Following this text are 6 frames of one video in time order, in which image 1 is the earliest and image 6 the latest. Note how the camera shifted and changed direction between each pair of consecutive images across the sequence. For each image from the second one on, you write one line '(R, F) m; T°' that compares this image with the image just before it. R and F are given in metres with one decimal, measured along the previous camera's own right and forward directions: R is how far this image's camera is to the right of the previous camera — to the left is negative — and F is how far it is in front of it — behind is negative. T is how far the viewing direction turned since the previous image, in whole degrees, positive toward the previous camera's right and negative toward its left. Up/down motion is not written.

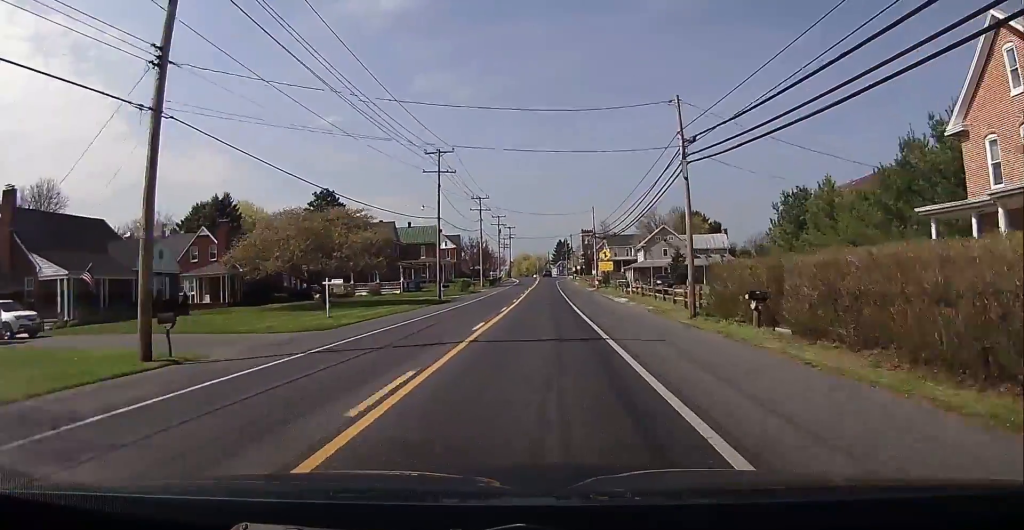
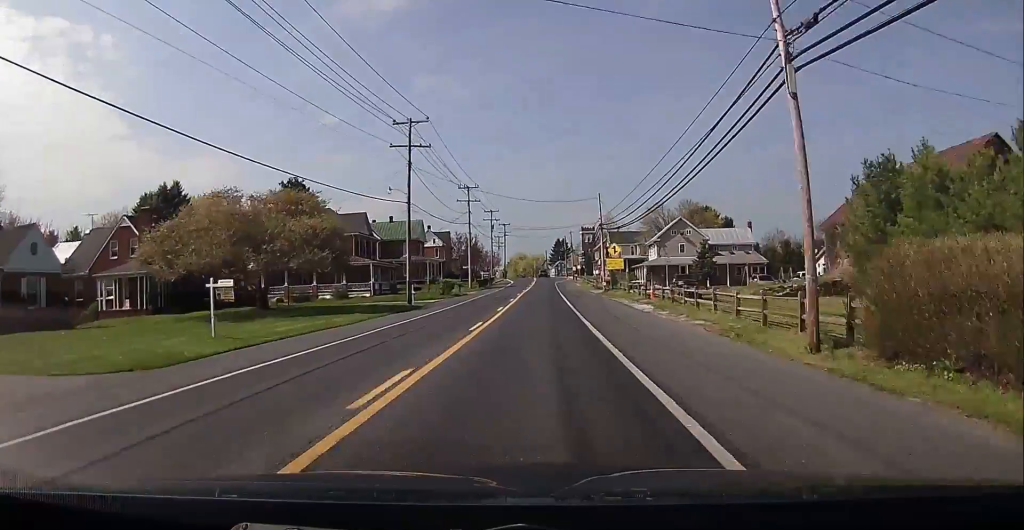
(0.0, +12.9) m; 0°
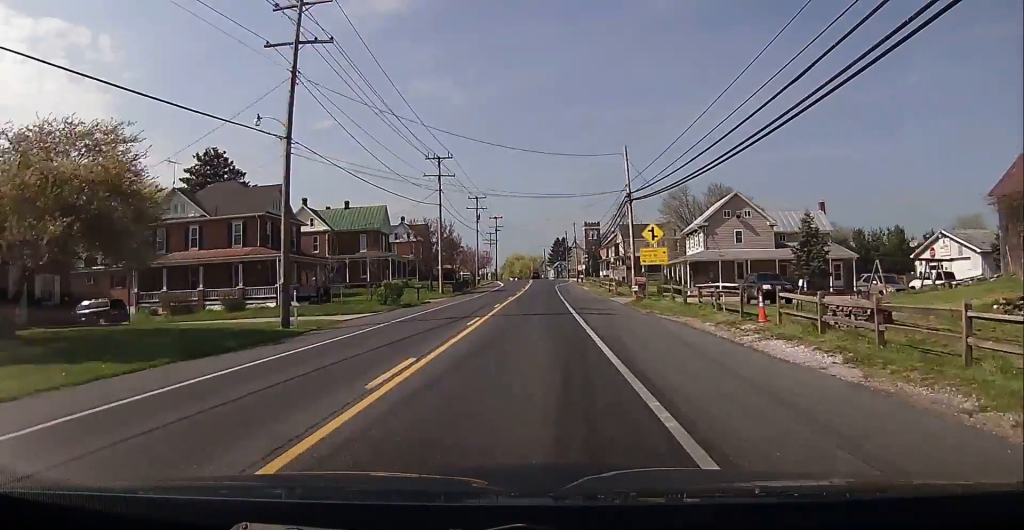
(+0.1, +23.1) m; 0°
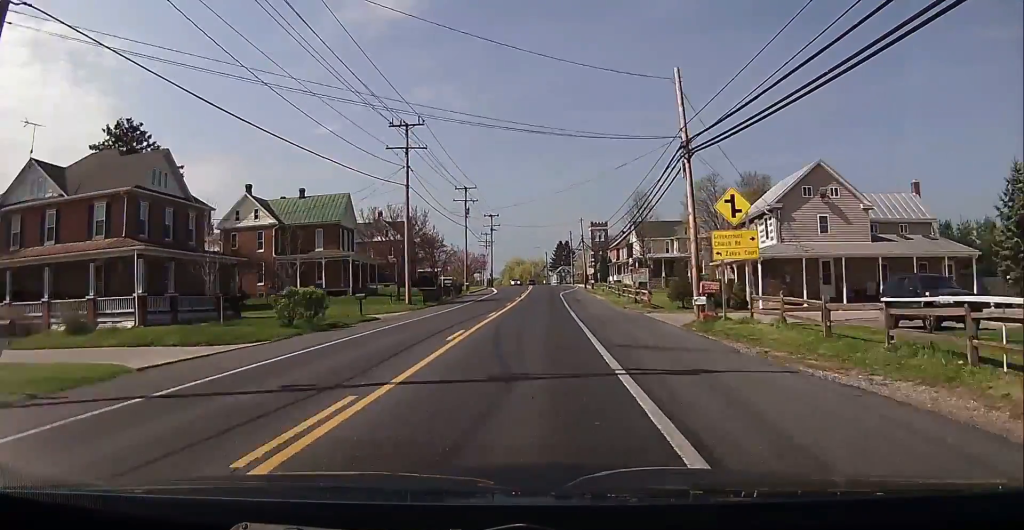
(-0.1, +16.4) m; 0°
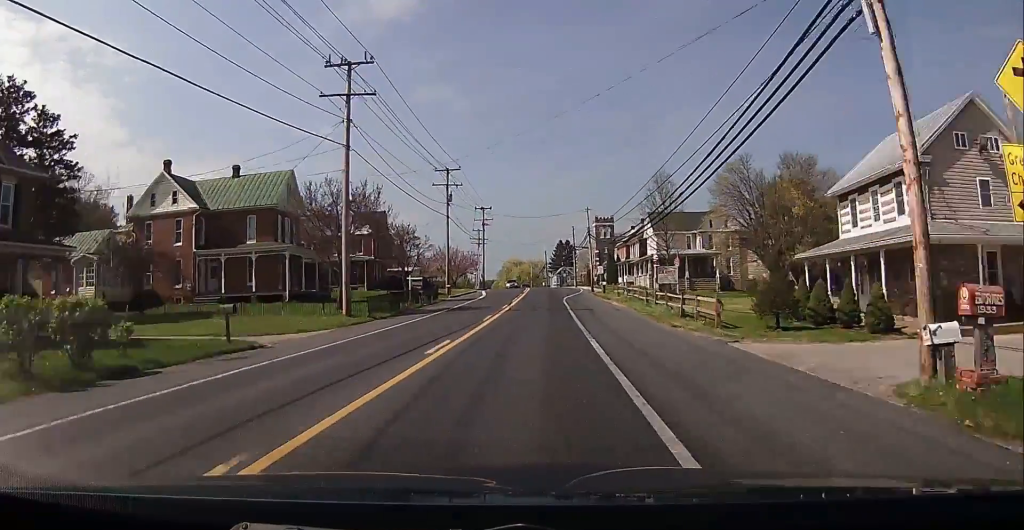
(-0.1, +13.8) m; 0°
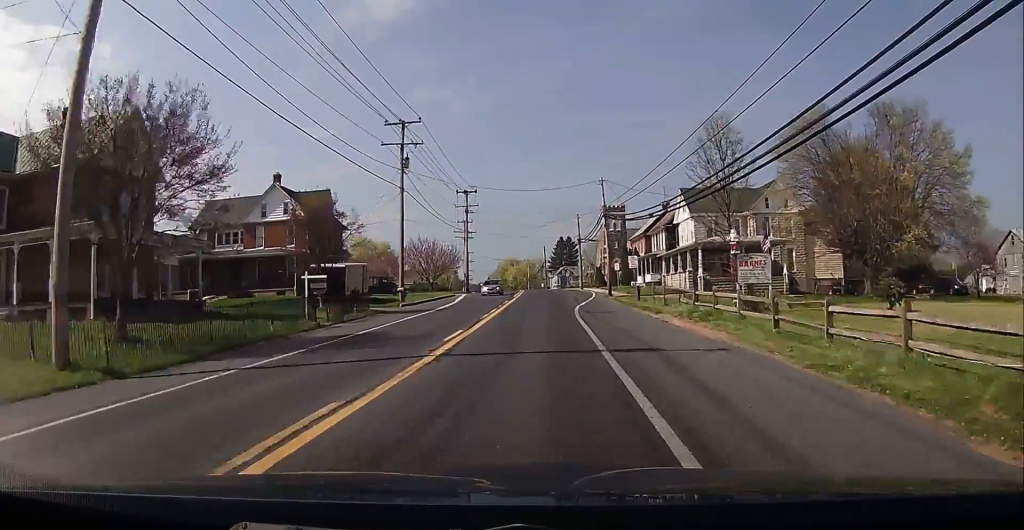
(-0.1, +21.8) m; 0°
